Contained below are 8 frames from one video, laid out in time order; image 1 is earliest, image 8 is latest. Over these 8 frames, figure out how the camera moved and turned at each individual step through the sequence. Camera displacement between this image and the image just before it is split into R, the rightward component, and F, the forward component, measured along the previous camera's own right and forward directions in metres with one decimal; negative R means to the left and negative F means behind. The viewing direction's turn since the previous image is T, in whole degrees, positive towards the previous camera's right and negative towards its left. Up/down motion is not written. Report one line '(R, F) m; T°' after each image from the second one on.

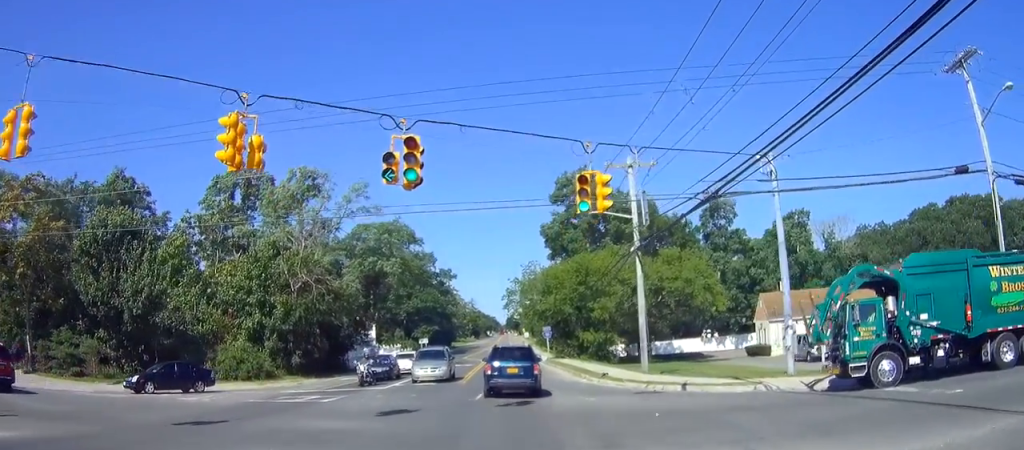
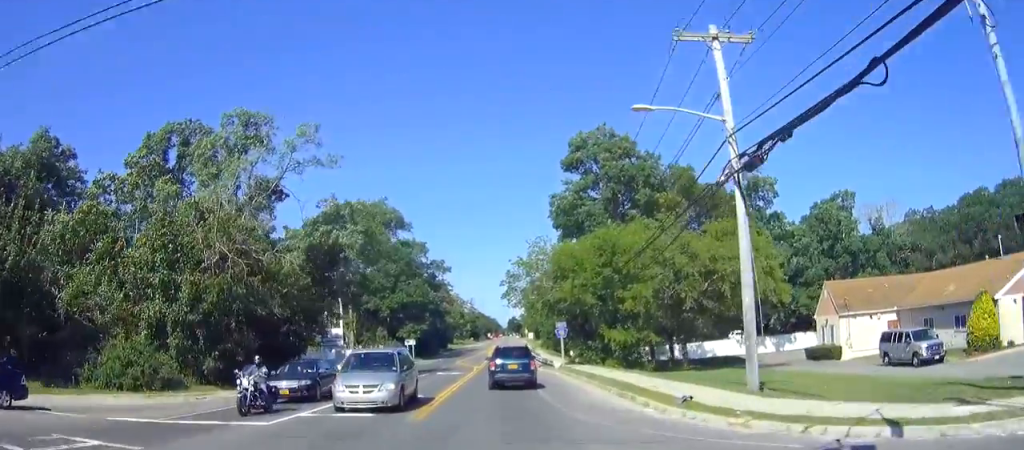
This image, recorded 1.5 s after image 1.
(-0.1, +15.4) m; -1°
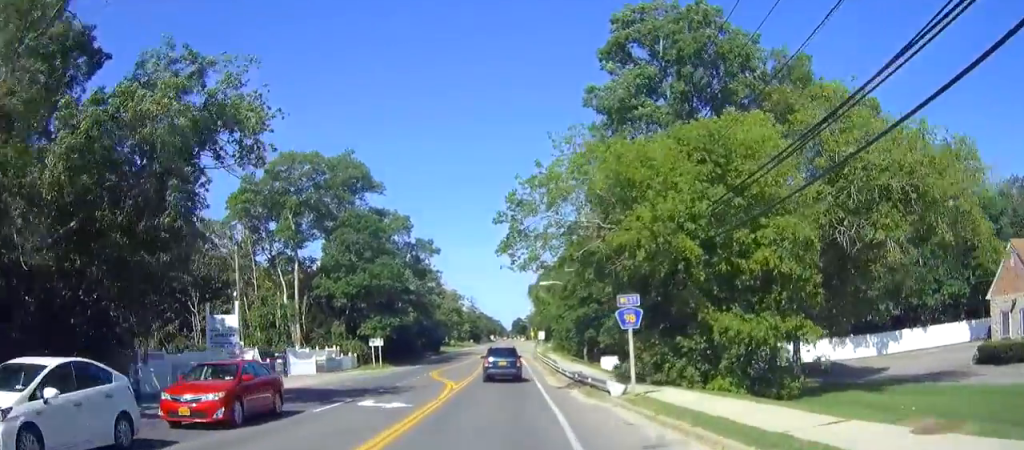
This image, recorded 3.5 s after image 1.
(-0.6, +24.4) m; -2°
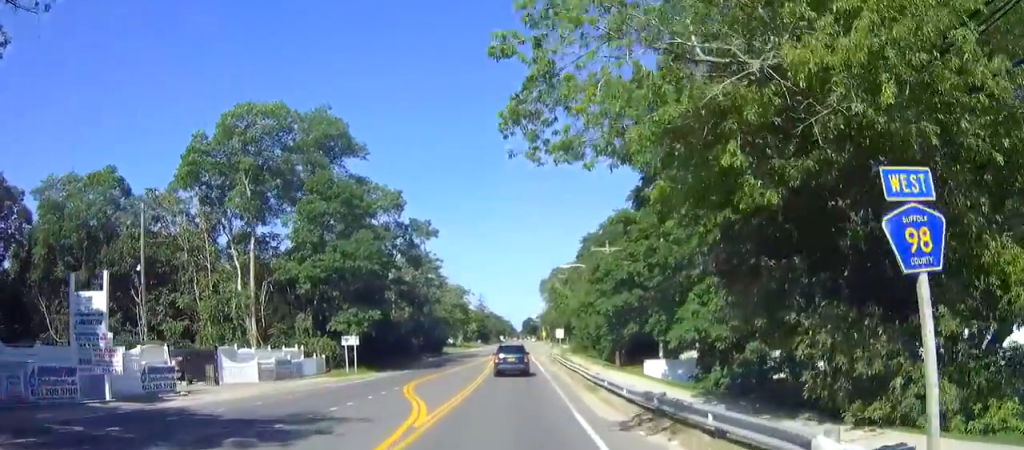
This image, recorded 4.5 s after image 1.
(0.0, +13.9) m; 0°
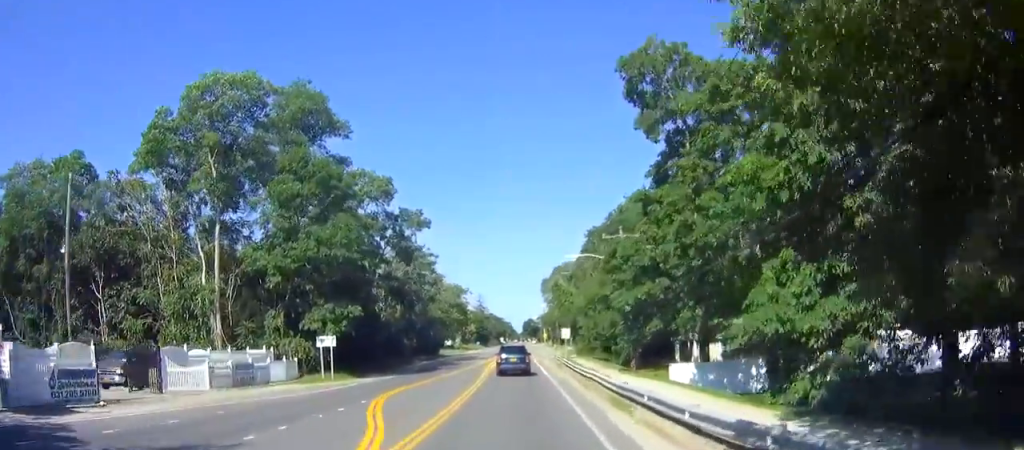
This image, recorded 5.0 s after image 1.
(0.0, +6.4) m; 0°
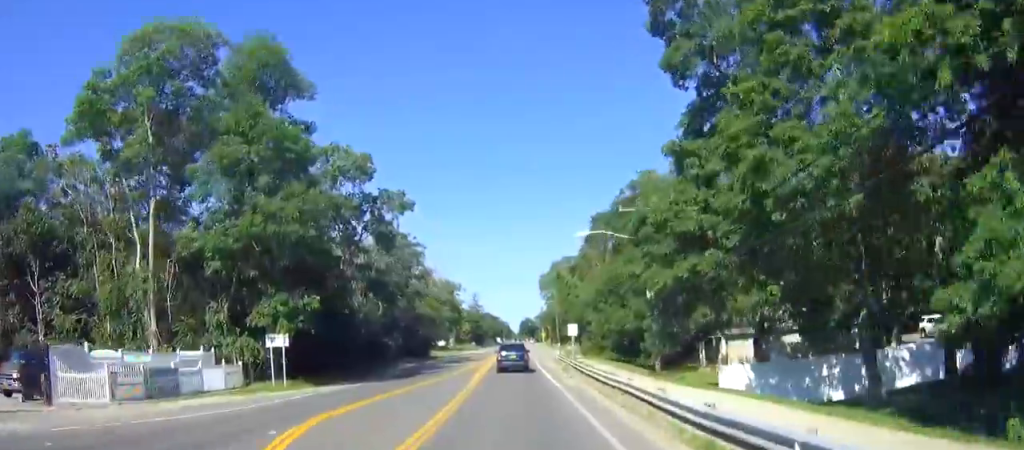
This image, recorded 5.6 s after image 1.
(0.0, +8.4) m; 0°
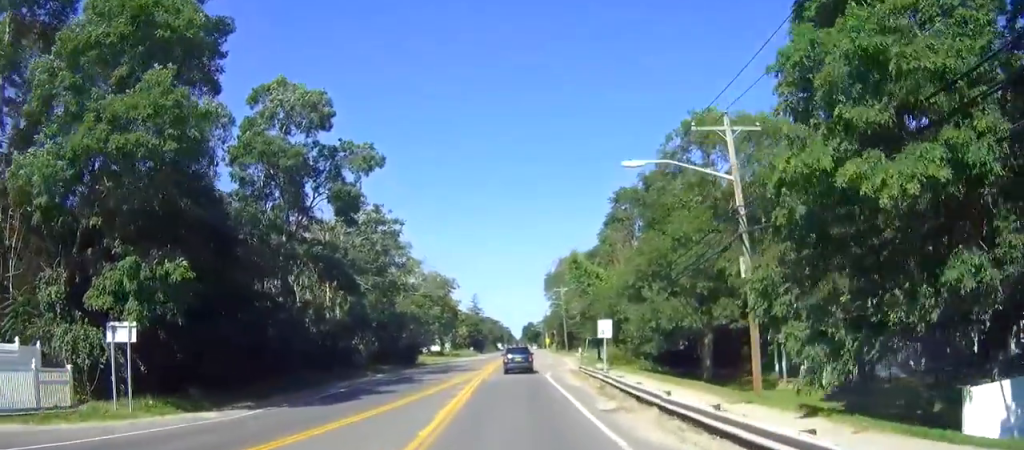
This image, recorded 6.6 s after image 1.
(0.0, +14.3) m; 0°
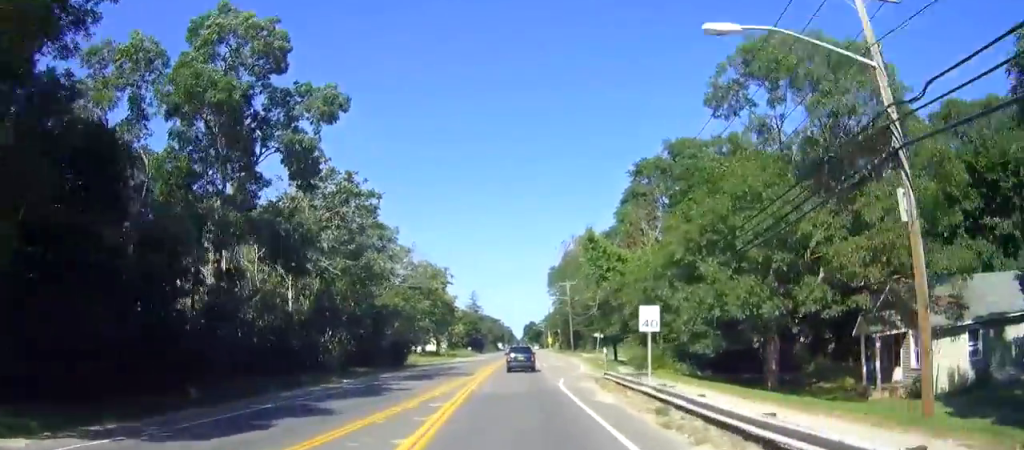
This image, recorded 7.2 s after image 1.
(0.0, +9.2) m; 0°
